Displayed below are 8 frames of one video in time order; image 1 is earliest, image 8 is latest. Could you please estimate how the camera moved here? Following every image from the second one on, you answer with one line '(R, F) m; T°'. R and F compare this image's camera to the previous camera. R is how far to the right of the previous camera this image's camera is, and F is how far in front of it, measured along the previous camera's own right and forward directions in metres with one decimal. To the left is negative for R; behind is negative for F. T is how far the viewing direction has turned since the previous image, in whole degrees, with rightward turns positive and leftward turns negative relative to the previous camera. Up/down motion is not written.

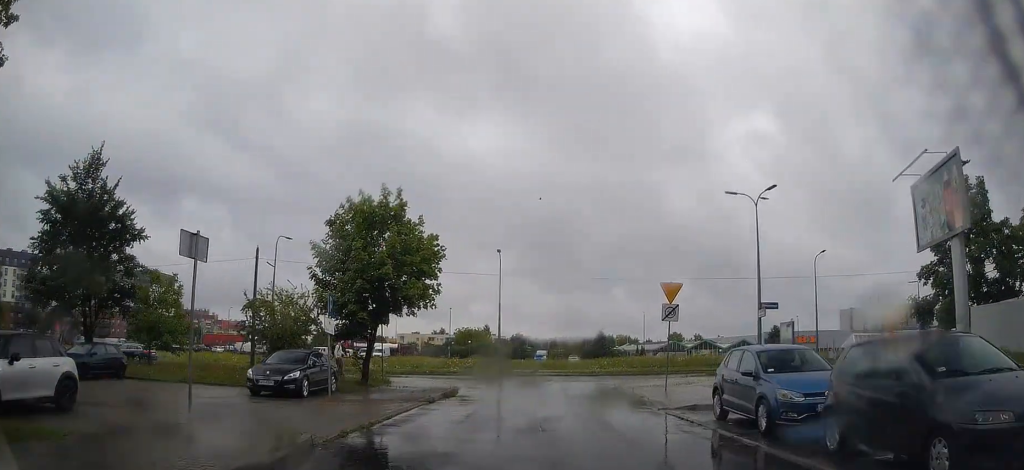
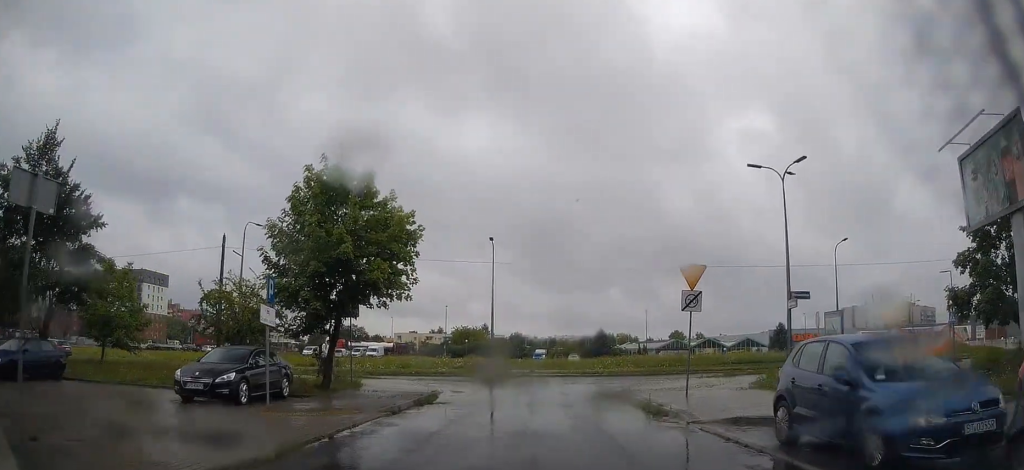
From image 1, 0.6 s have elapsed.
(+0.2, +3.4) m; 0°
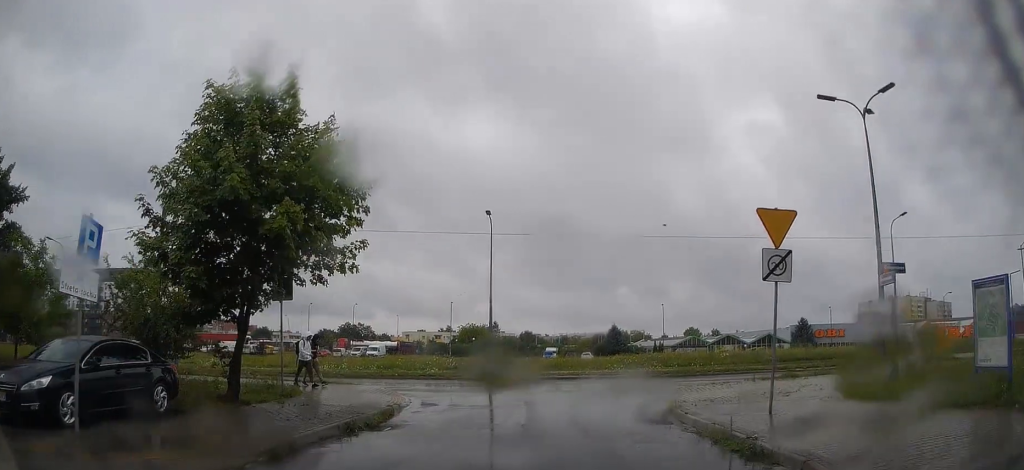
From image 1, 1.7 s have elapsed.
(0.0, +5.5) m; -3°
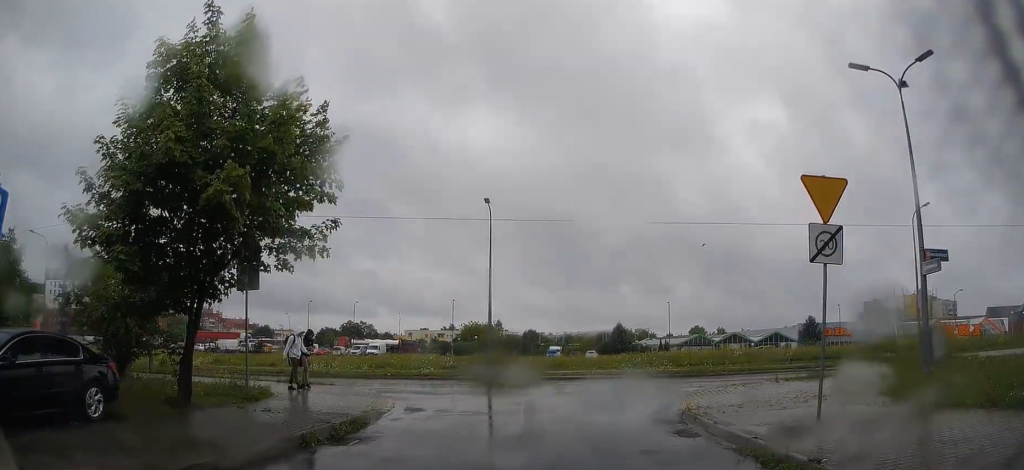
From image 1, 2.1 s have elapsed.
(0.0, +1.8) m; -2°
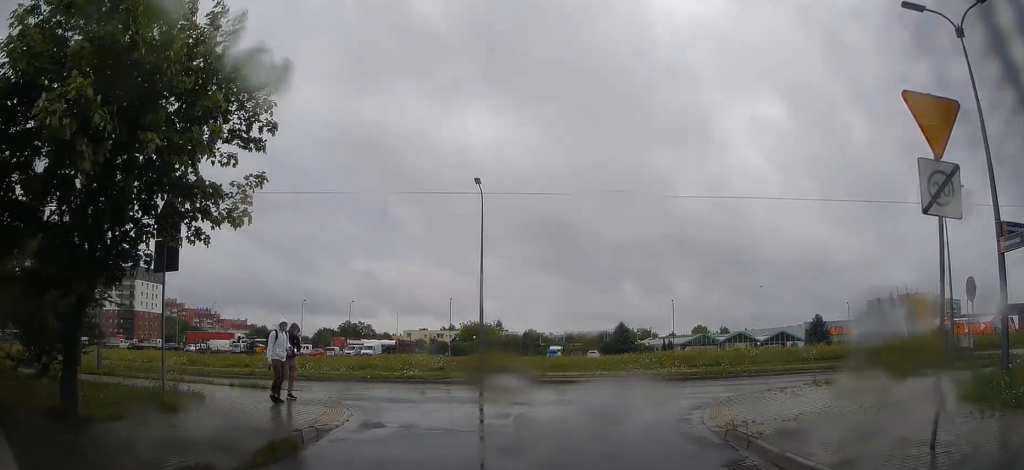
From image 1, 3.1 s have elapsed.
(0.0, +2.9) m; -6°
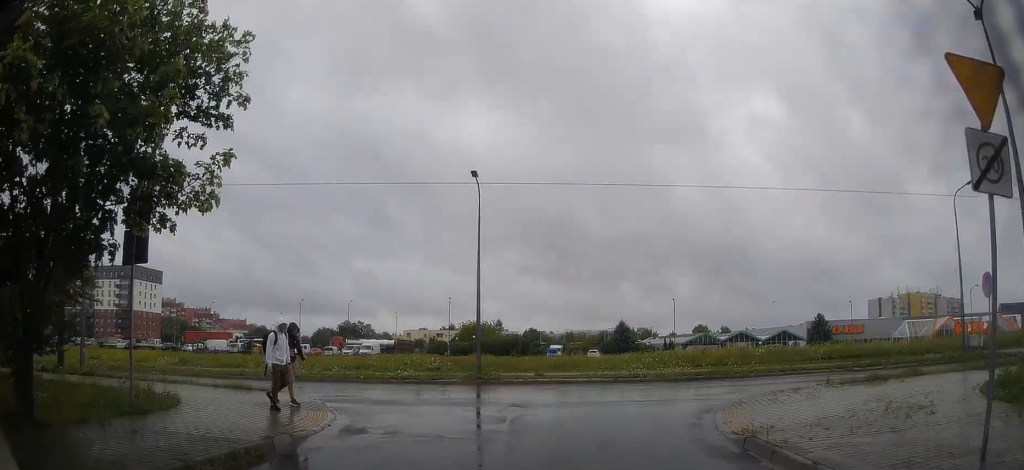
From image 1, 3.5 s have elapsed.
(-0.1, +0.7) m; 0°
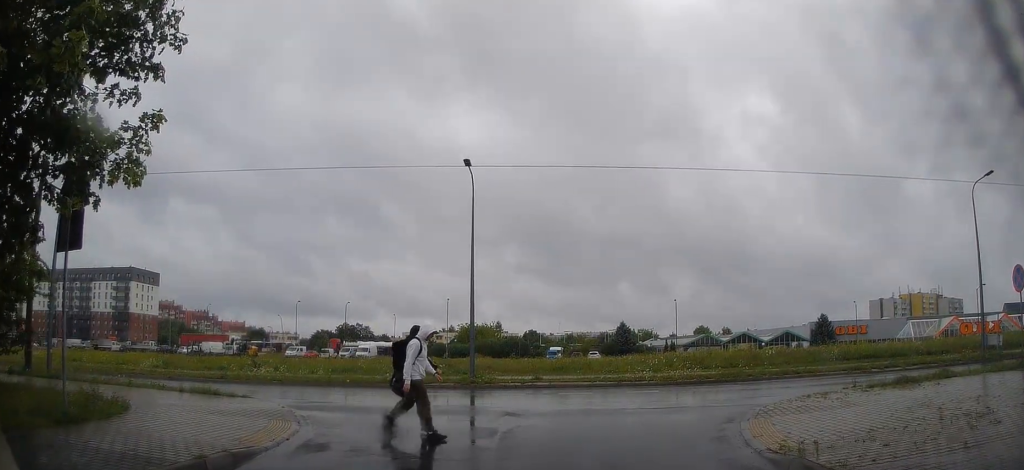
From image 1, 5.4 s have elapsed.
(+0.5, +2.0) m; 0°
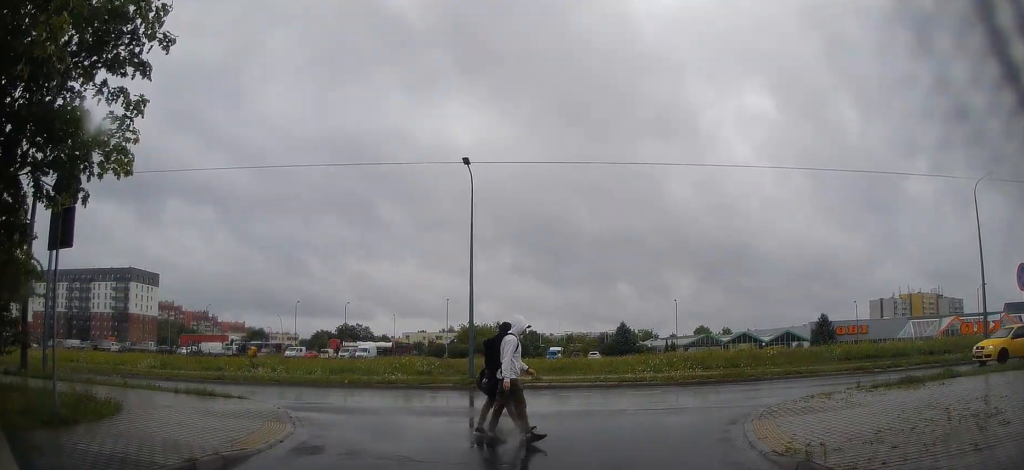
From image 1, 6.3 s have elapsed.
(+0.2, +0.5) m; 0°
